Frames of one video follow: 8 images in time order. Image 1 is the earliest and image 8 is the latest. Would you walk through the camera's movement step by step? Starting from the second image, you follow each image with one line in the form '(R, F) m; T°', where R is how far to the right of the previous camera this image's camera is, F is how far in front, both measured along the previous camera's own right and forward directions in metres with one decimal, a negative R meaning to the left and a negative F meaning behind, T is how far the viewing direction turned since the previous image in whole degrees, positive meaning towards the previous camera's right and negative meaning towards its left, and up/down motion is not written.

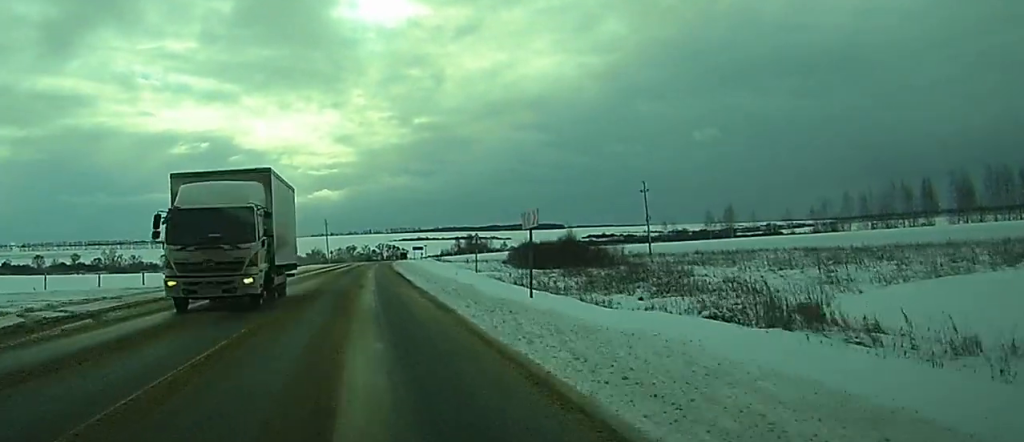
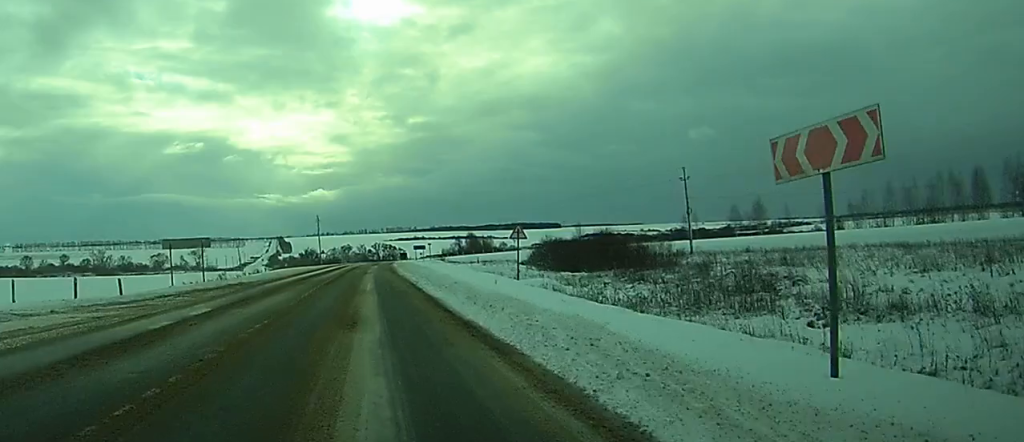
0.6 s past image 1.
(0.0, +16.8) m; 0°
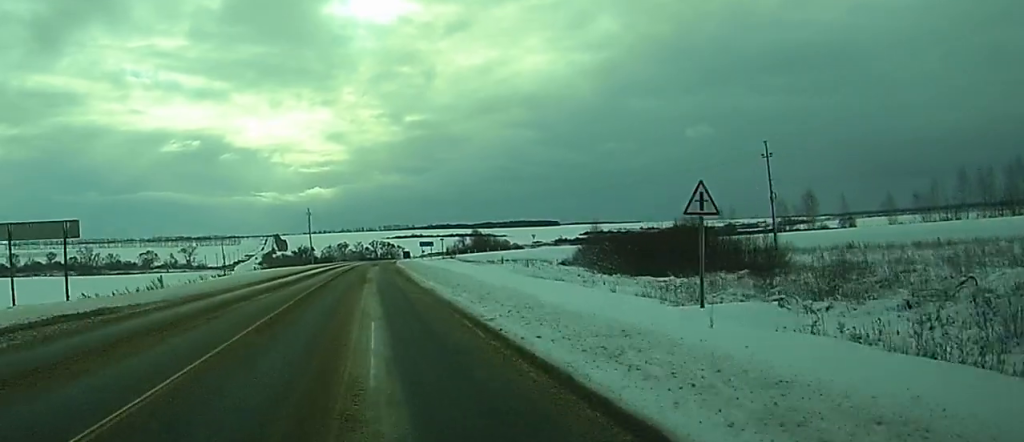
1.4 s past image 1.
(0.0, +22.4) m; 0°
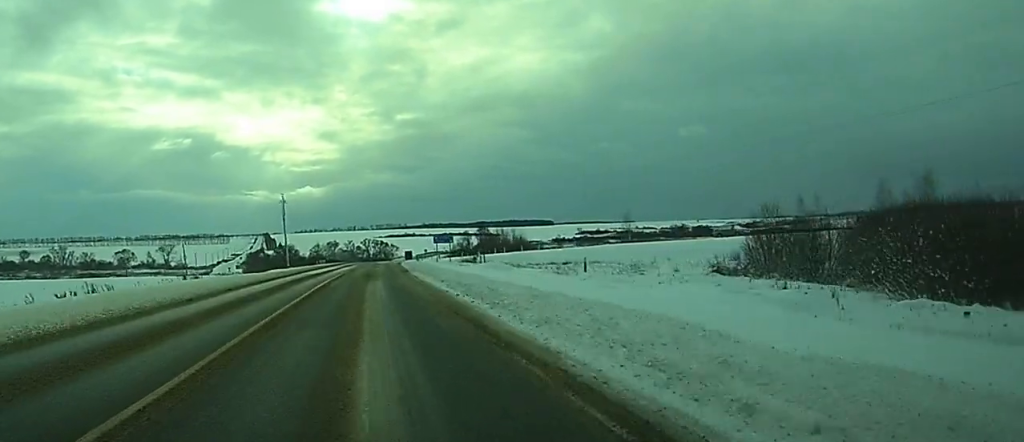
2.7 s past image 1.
(+0.2, +37.5) m; 0°
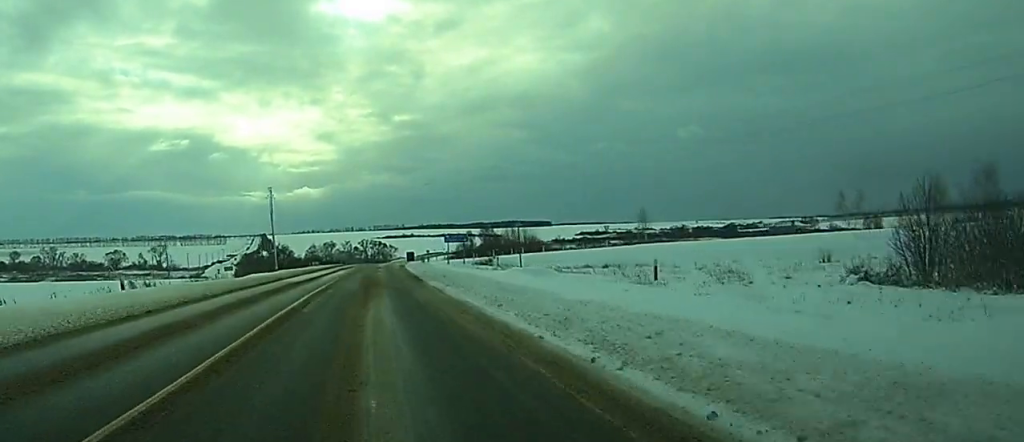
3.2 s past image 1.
(-0.1, +14.1) m; 0°
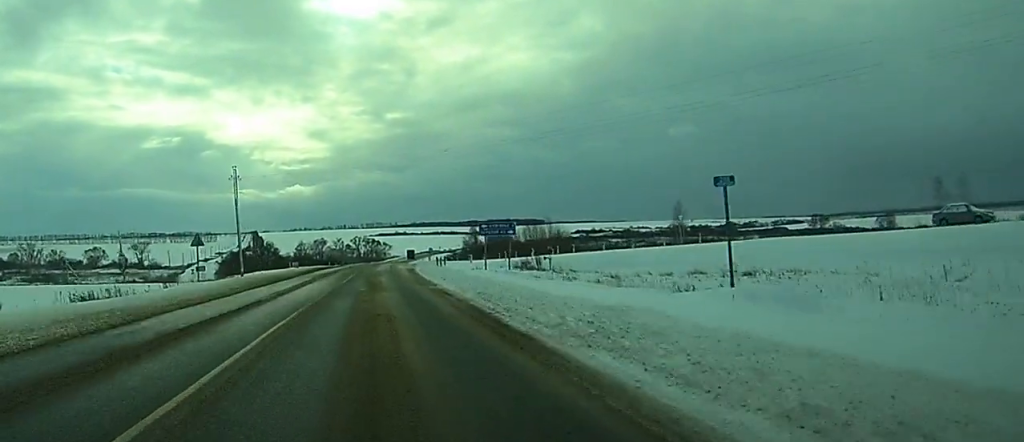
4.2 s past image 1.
(+0.1, +26.2) m; 0°
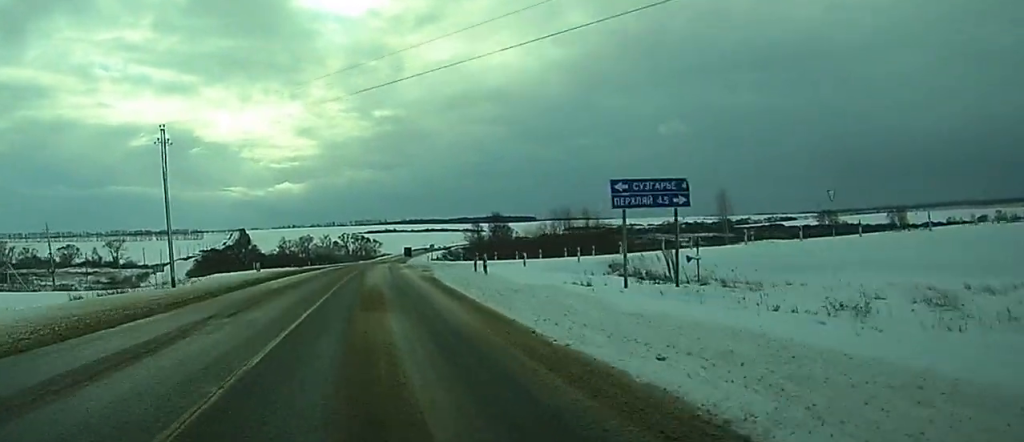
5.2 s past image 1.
(+0.2, +27.8) m; +1°
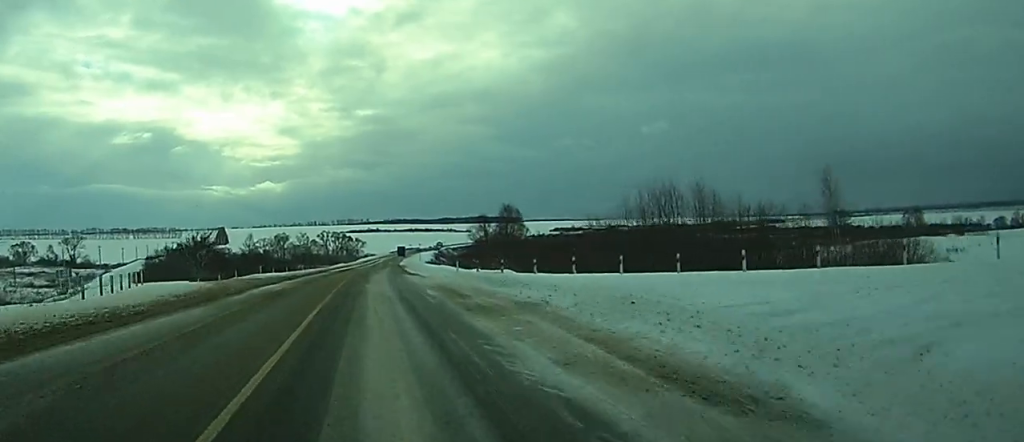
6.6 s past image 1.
(+0.4, +40.0) m; +1°
